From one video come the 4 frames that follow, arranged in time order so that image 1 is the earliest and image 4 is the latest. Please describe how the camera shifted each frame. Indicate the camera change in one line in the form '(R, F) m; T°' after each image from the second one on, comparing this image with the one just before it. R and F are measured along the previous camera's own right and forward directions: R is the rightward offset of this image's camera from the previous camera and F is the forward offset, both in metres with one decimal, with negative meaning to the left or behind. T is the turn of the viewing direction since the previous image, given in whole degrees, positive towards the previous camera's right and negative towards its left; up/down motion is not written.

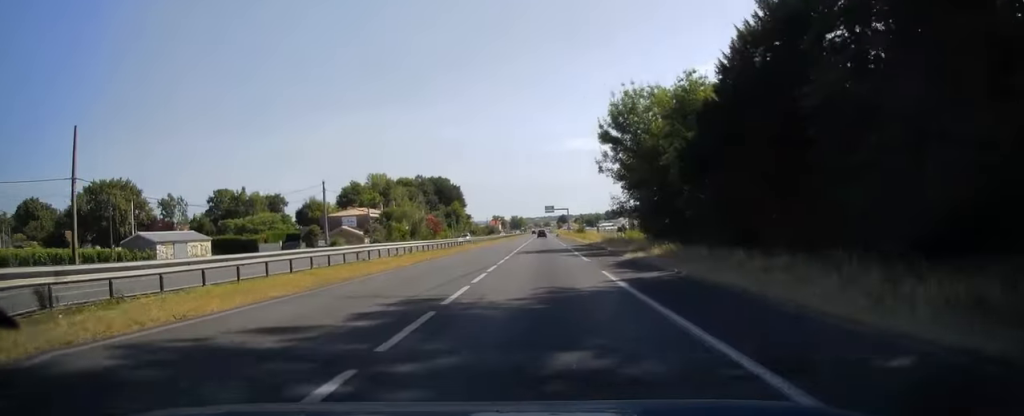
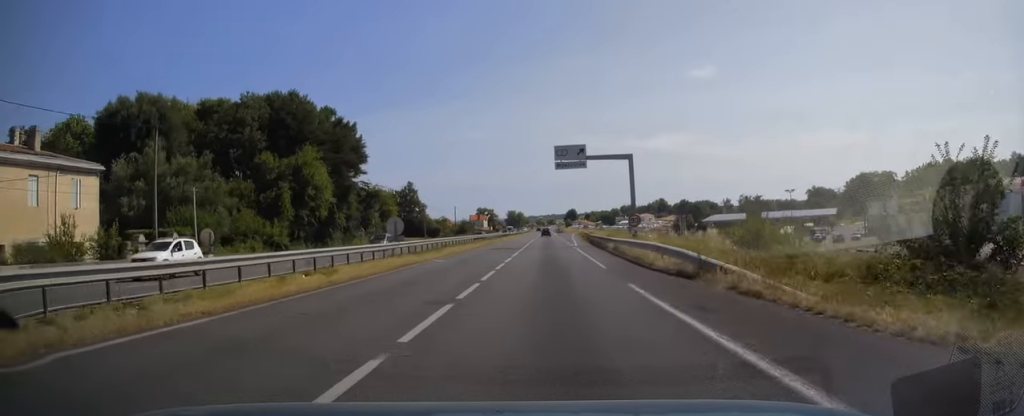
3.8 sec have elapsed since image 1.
(+0.3, +112.1) m; 0°
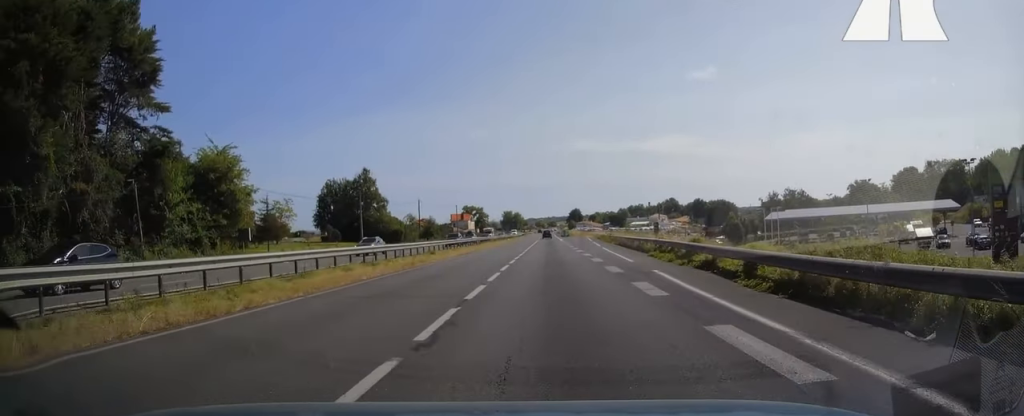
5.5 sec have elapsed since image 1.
(-0.1, +50.2) m; 0°
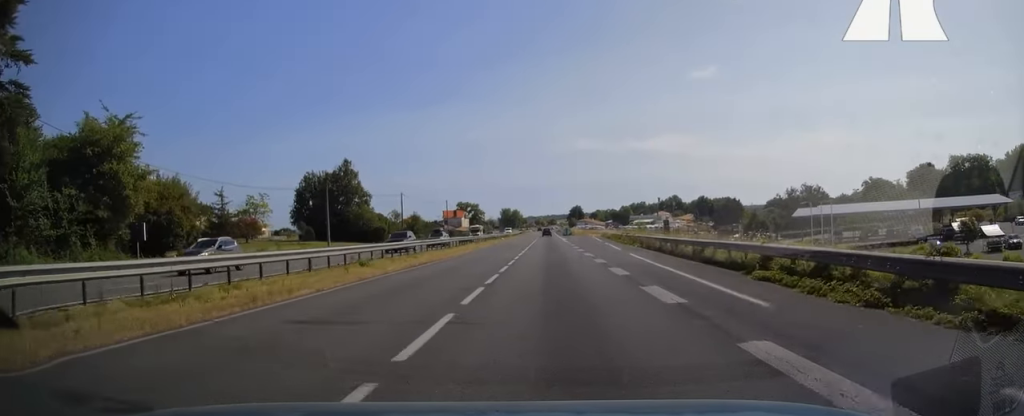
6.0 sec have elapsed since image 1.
(+0.2, +14.8) m; 0°
